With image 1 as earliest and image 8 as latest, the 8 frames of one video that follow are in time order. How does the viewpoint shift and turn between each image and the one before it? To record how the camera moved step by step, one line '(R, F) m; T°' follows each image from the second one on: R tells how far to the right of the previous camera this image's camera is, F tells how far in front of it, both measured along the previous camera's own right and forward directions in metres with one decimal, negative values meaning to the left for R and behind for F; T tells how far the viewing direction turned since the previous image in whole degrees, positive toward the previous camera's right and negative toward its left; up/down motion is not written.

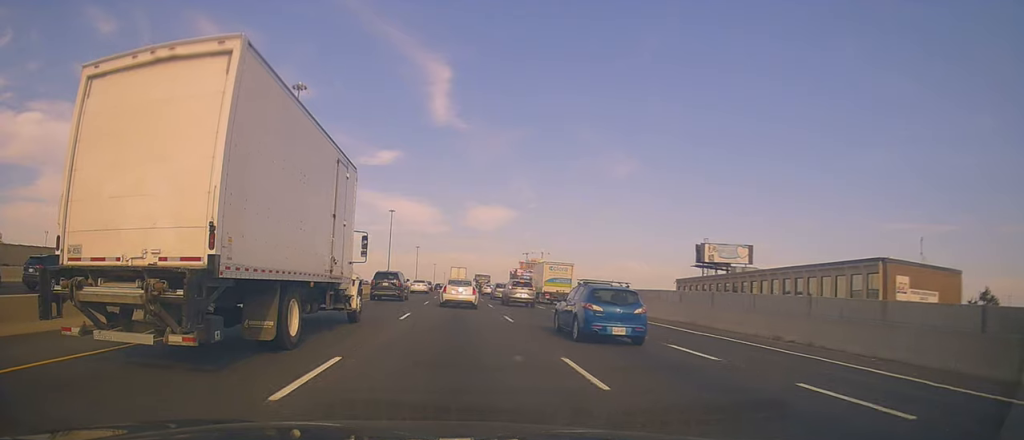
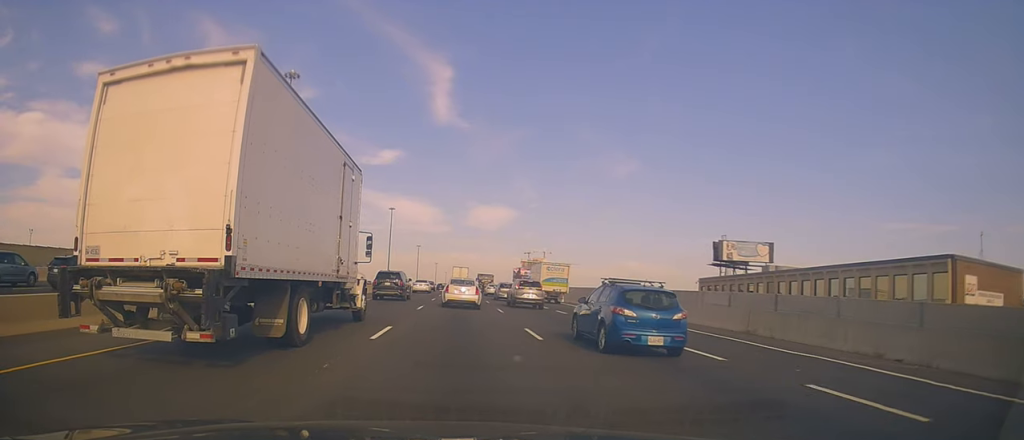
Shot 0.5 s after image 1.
(+0.2, +6.4) m; 0°
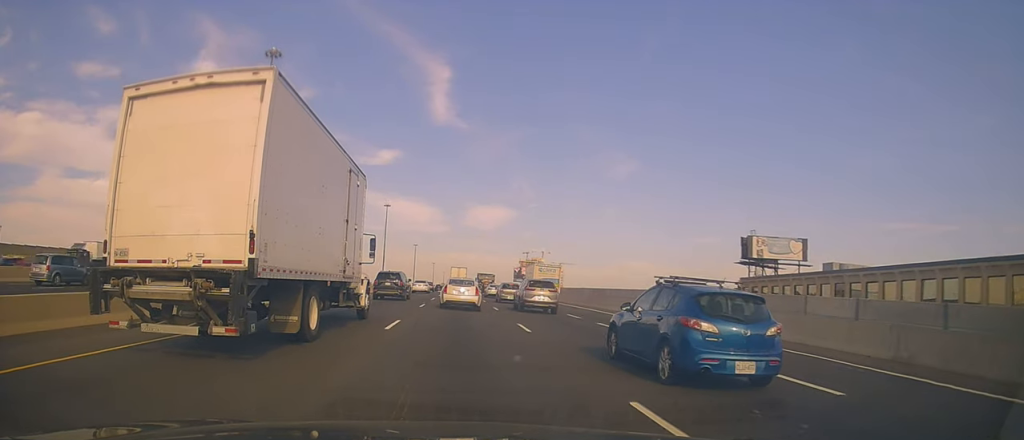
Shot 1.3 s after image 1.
(-0.2, +10.6) m; -2°
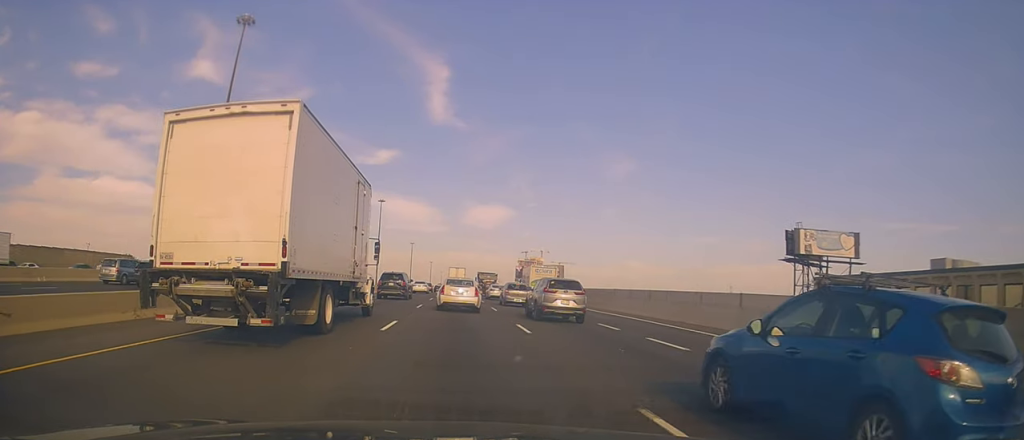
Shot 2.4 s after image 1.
(-0.3, +13.4) m; 0°
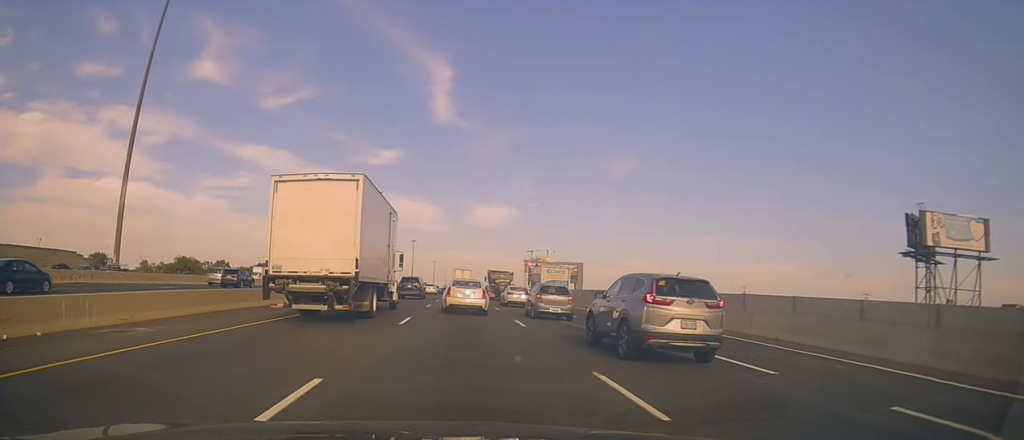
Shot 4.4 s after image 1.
(+0.7, +23.5) m; +1°
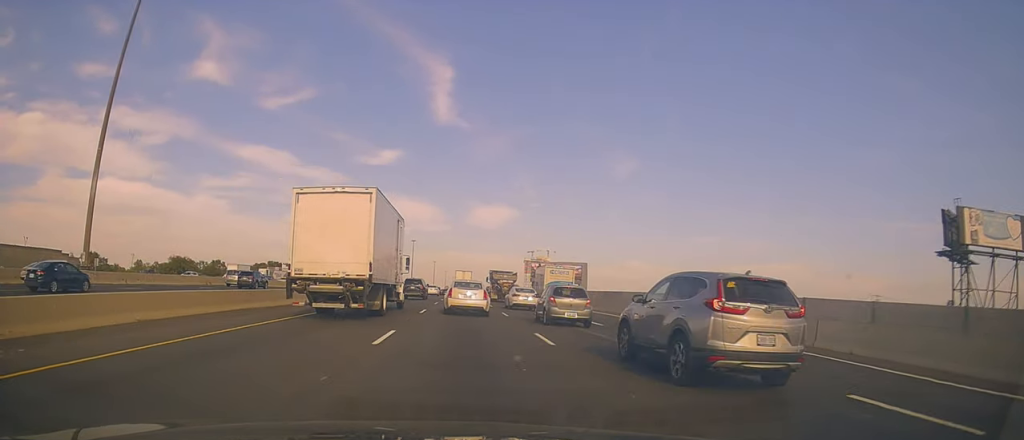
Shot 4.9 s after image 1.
(0.0, +5.3) m; -1°
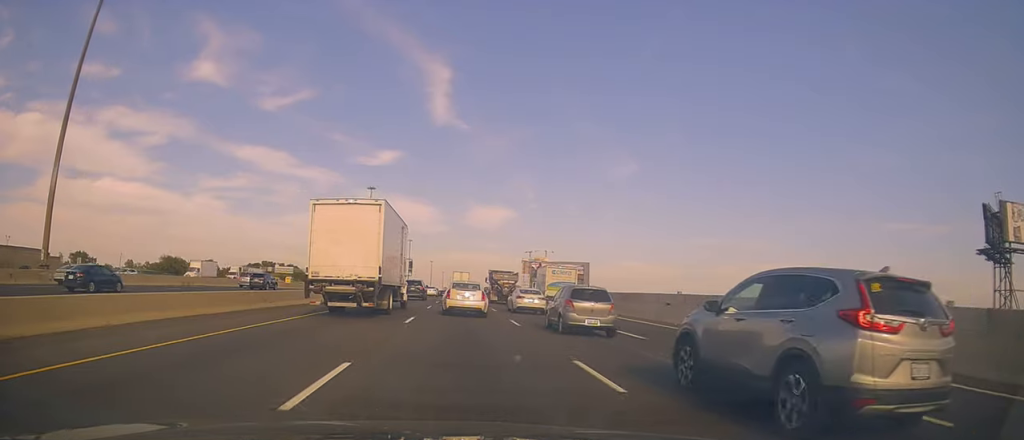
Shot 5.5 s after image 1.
(0.0, +5.6) m; -2°
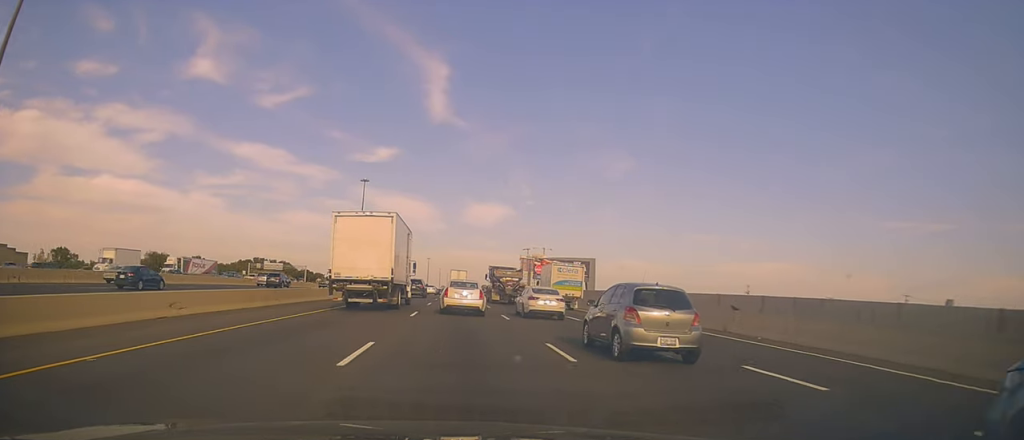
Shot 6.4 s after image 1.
(-0.4, +9.4) m; +2°
